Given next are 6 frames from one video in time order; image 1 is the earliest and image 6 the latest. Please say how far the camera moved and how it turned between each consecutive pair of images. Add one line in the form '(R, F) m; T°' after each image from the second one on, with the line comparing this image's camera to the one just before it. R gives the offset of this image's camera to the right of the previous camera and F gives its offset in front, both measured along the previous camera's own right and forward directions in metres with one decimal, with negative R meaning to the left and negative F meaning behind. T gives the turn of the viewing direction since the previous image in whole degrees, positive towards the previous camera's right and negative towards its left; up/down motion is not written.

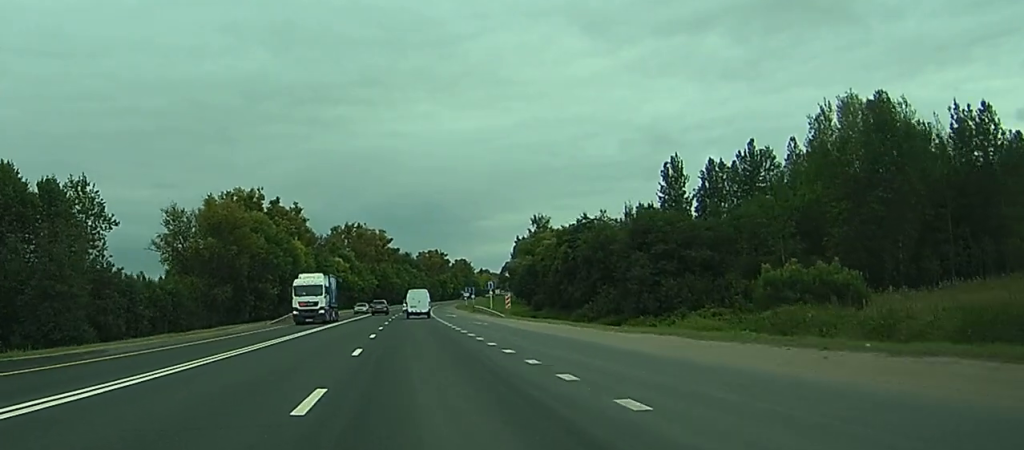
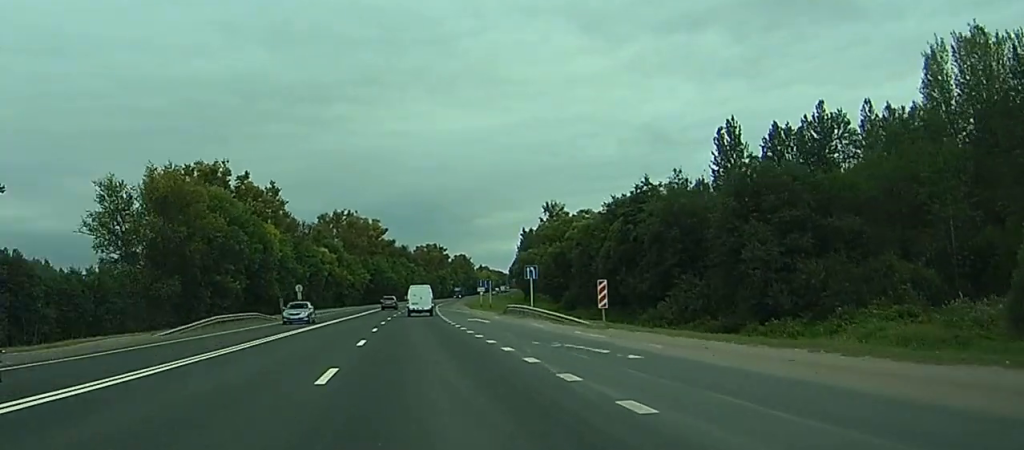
(+0.3, +31.7) m; +1°
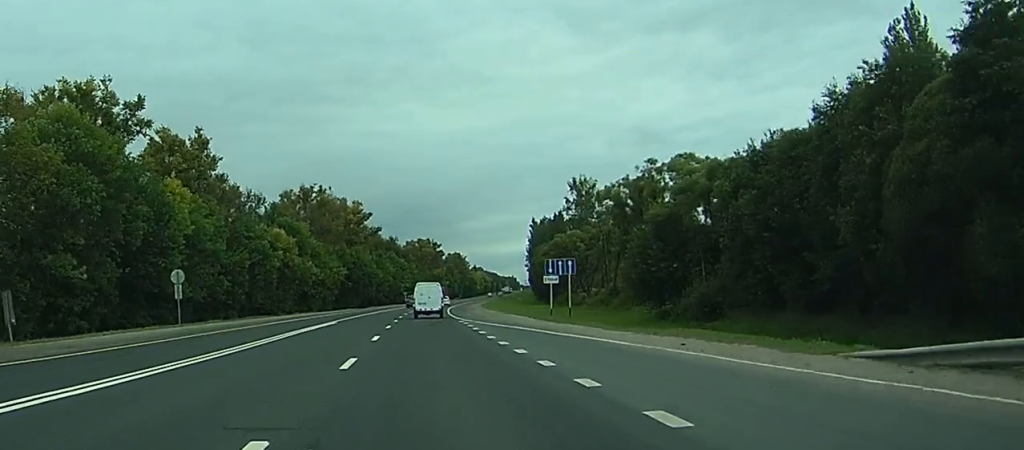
(-0.1, +56.6) m; 0°
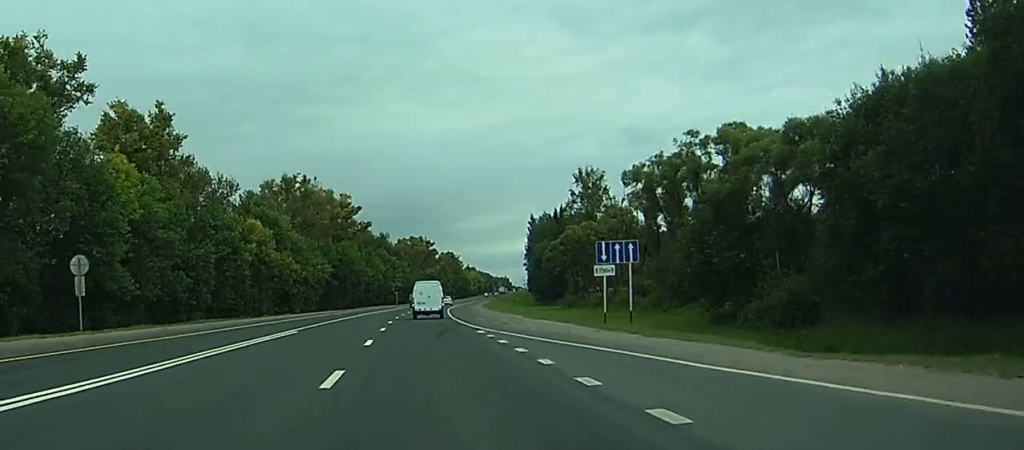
(0.0, +15.9) m; 0°
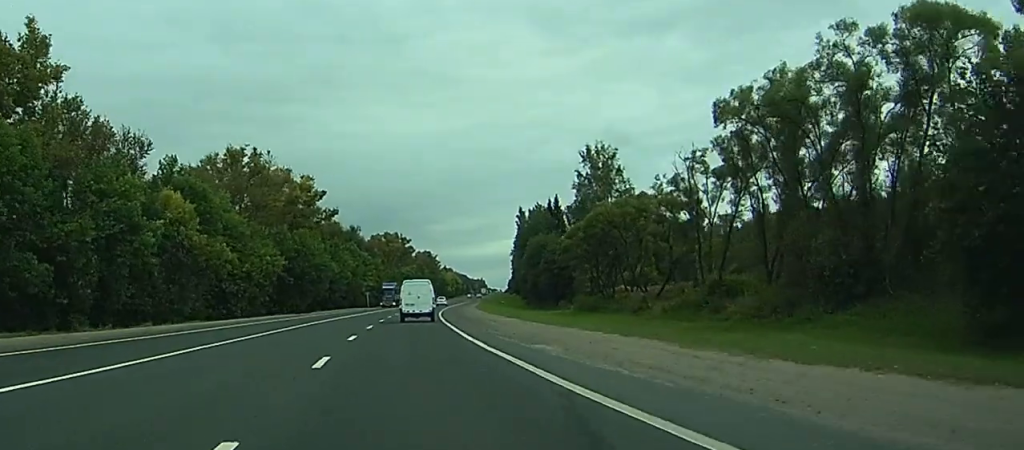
(+0.4, +31.9) m; +1°
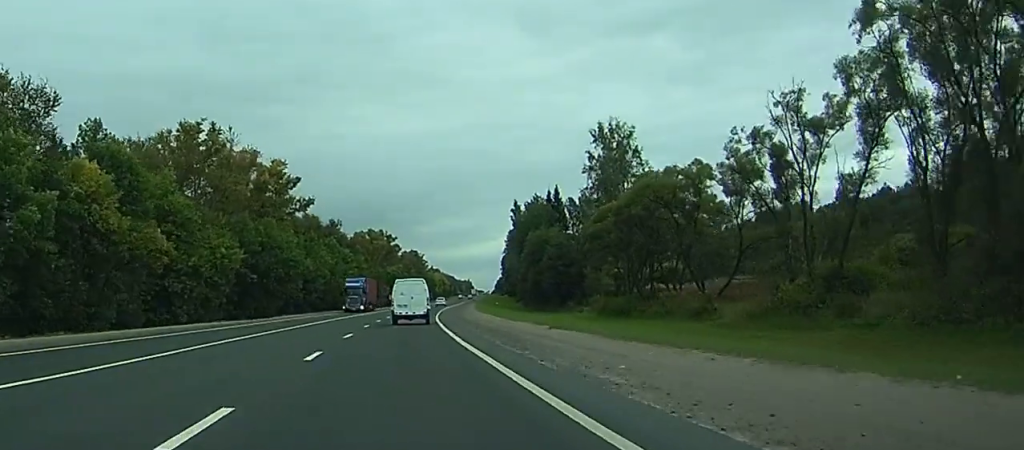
(+0.2, +21.1) m; +1°
